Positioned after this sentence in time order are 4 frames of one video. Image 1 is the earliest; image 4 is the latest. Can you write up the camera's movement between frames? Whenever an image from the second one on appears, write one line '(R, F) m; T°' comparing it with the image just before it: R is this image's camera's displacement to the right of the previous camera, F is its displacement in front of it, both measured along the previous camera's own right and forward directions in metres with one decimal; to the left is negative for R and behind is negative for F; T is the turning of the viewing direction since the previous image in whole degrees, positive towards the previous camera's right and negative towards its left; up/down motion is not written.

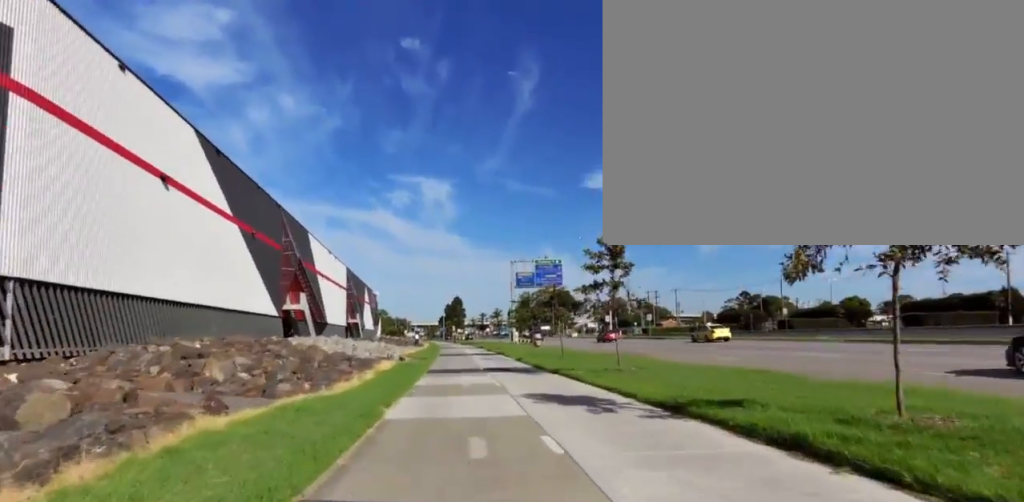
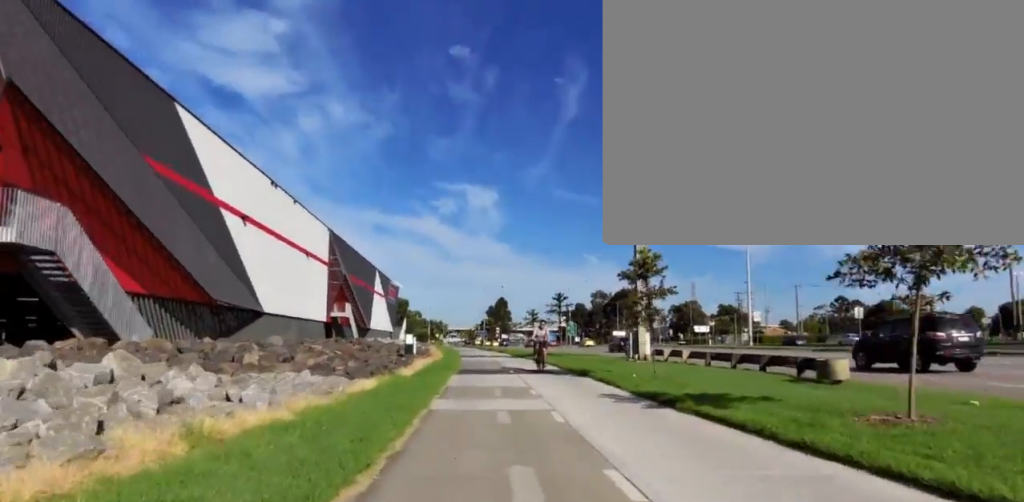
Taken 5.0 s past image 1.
(+0.8, +38.7) m; -1°
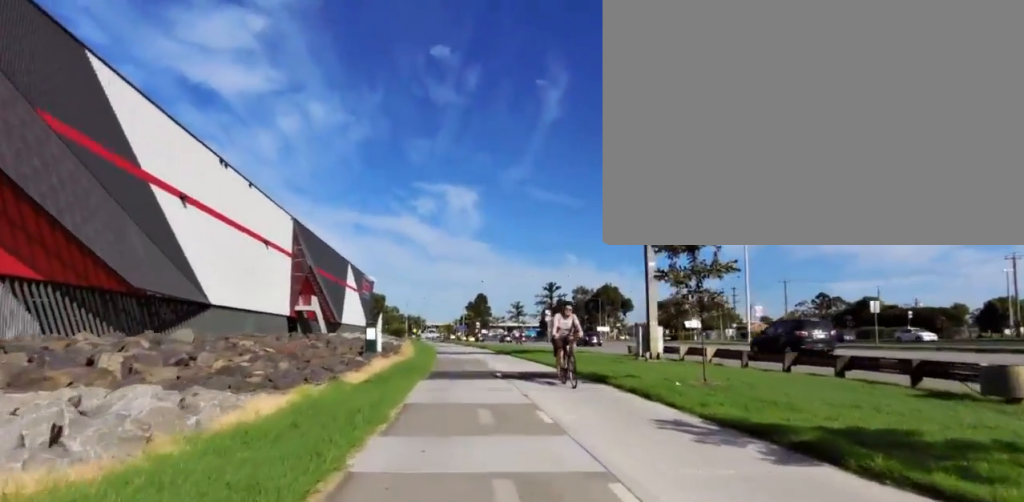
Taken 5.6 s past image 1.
(-0.4, +5.2) m; -8°
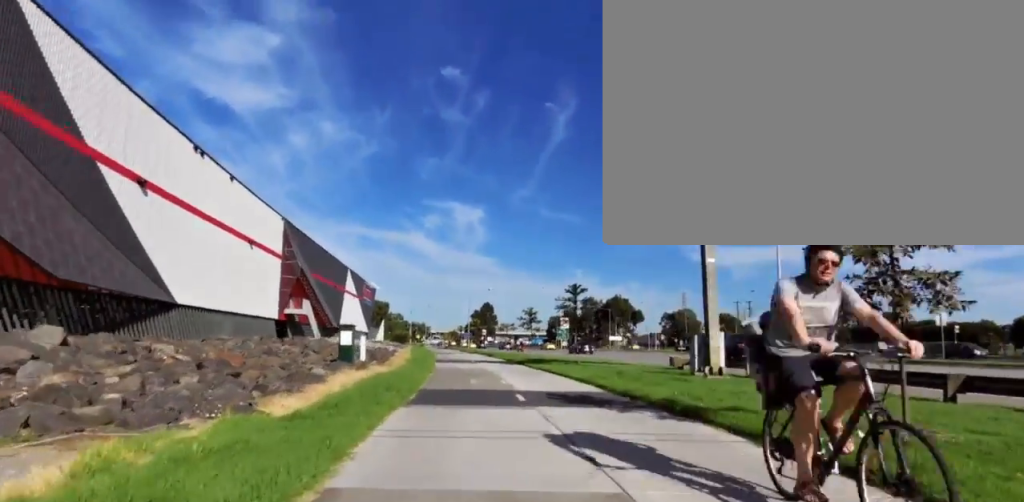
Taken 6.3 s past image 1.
(-0.4, +5.4) m; 0°
